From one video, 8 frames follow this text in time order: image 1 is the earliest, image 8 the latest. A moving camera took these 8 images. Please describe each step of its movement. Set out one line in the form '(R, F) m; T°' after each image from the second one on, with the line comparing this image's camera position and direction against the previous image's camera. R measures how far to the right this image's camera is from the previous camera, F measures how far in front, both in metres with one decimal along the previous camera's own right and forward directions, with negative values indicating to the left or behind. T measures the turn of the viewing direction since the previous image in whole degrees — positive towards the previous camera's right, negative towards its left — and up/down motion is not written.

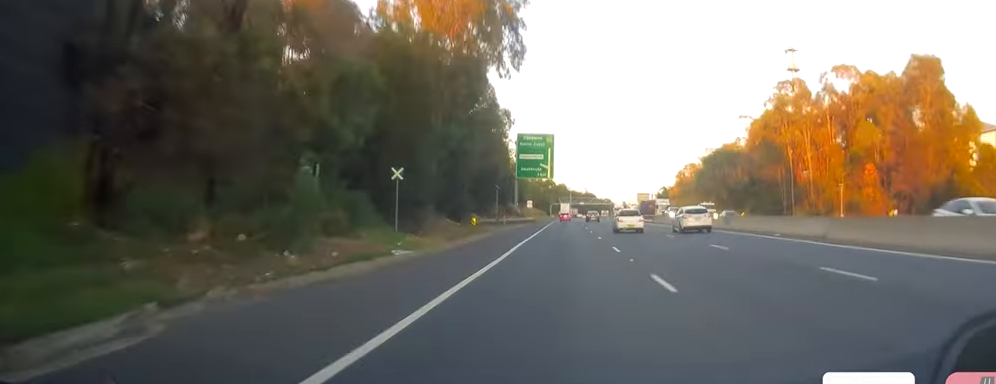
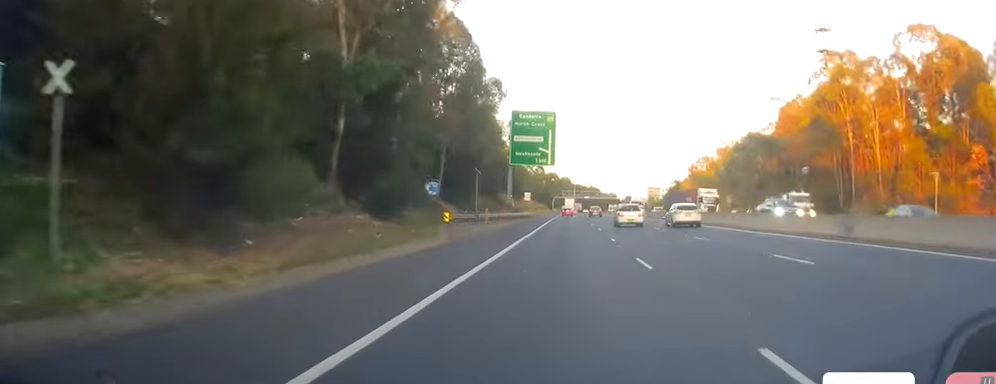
(+0.4, +20.0) m; +1°
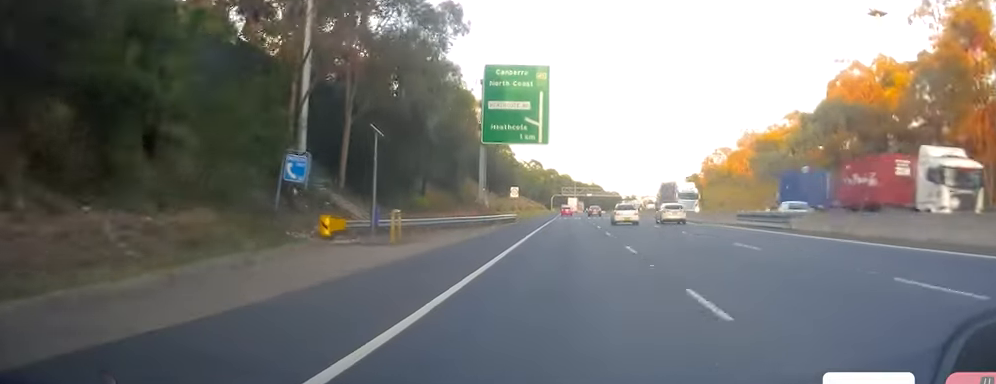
(-0.1, +30.5) m; 0°
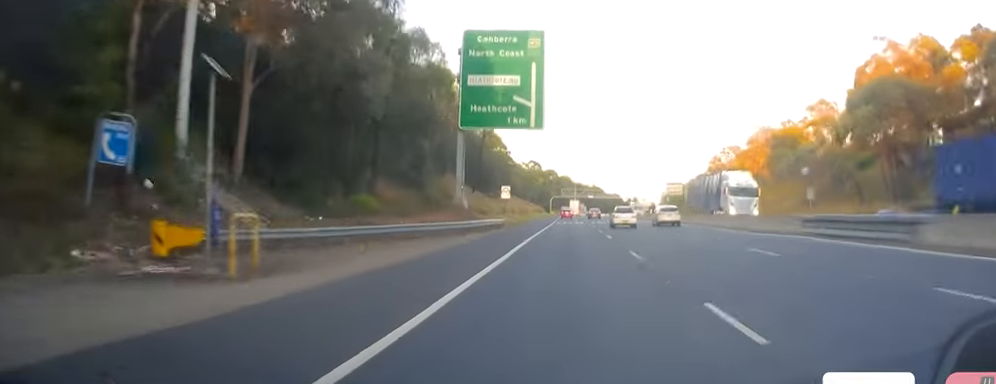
(-0.1, +13.2) m; +1°
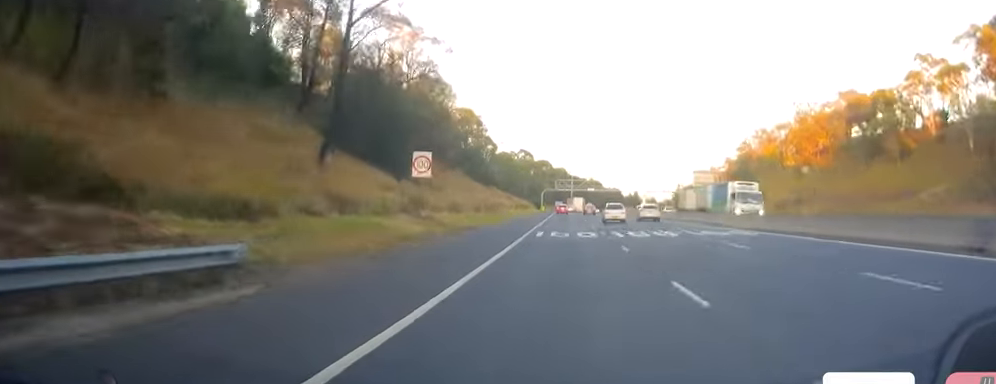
(+0.2, +44.7) m; -1°
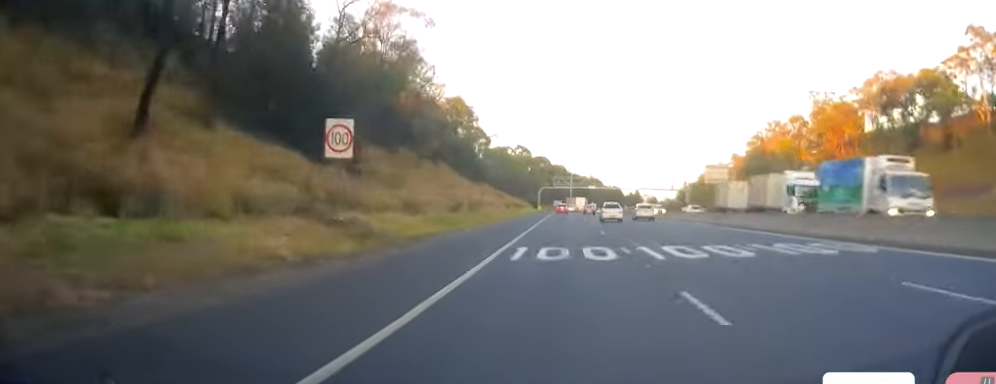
(-0.5, +13.1) m; 0°
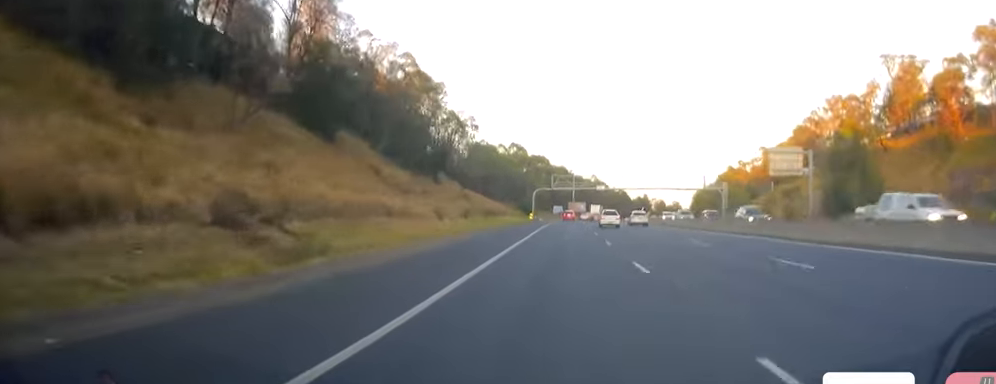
(+0.5, +40.1) m; +1°
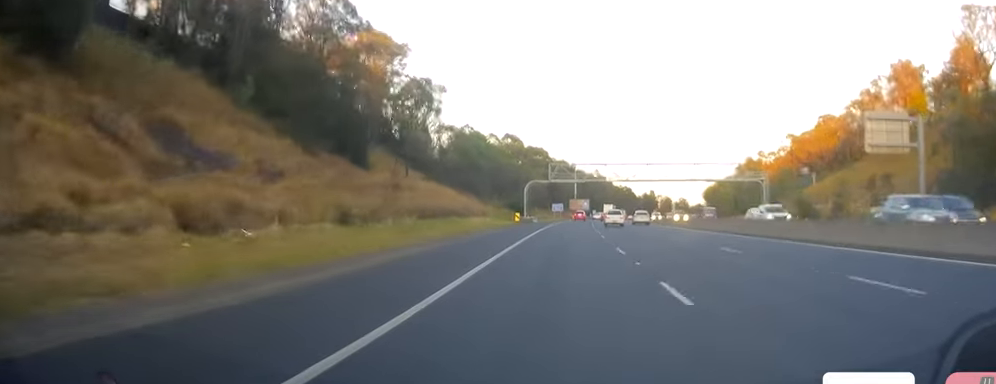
(0.0, +28.8) m; 0°
